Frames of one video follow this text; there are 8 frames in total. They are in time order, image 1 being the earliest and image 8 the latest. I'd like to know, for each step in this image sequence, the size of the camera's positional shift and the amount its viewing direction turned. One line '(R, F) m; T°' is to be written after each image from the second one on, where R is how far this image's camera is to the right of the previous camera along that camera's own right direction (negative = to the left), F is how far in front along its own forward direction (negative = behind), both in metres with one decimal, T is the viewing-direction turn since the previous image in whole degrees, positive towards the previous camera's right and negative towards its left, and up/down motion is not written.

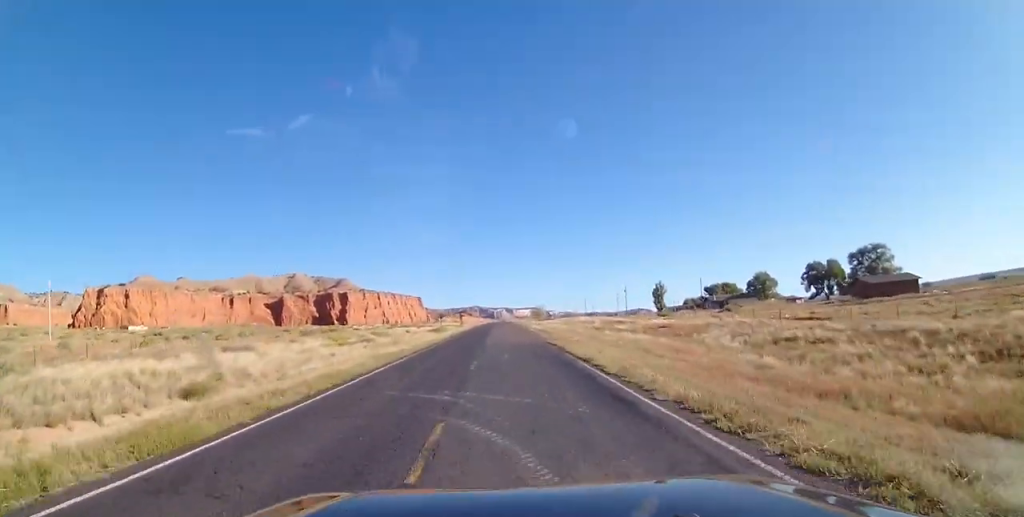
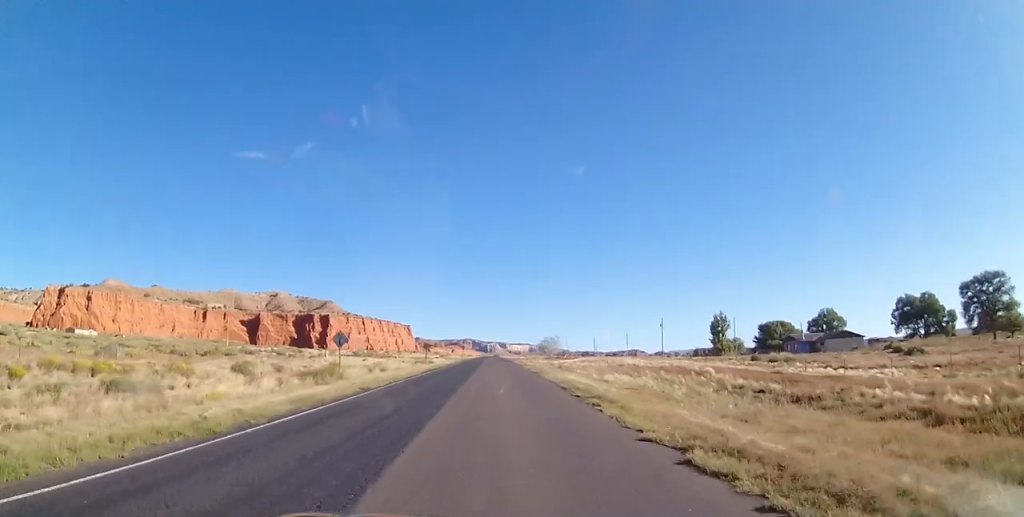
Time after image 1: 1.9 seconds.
(+0.3, +47.7) m; 0°
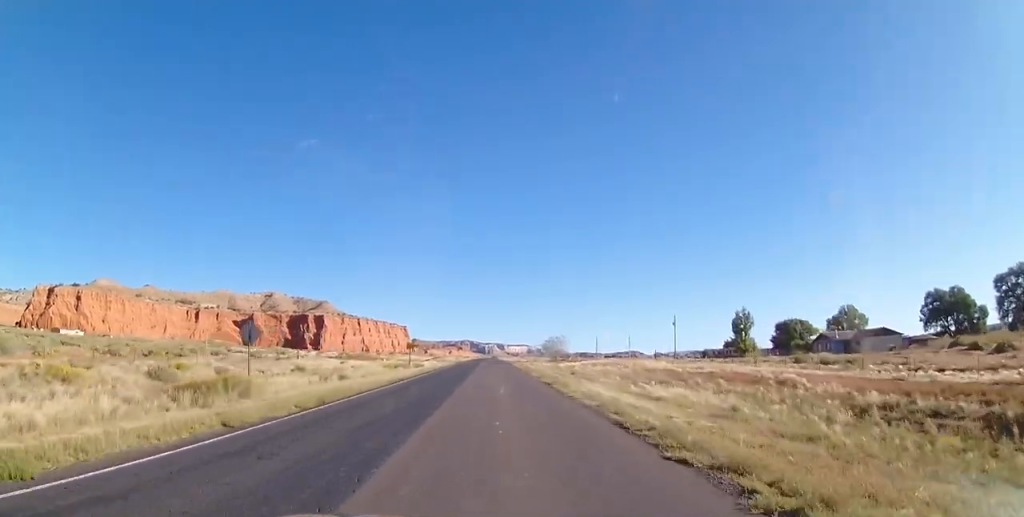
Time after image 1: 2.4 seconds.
(0.0, +11.8) m; 0°
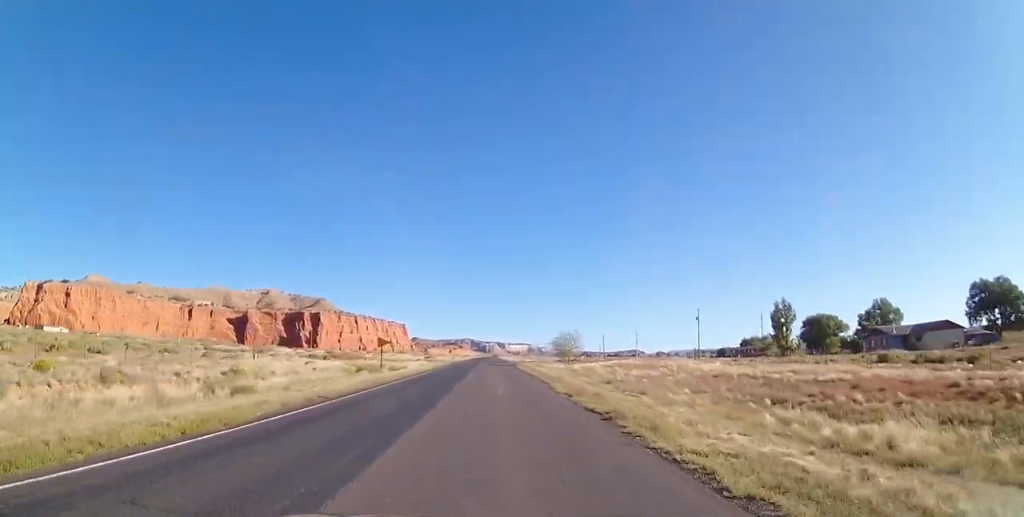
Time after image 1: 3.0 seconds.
(0.0, +15.3) m; 0°
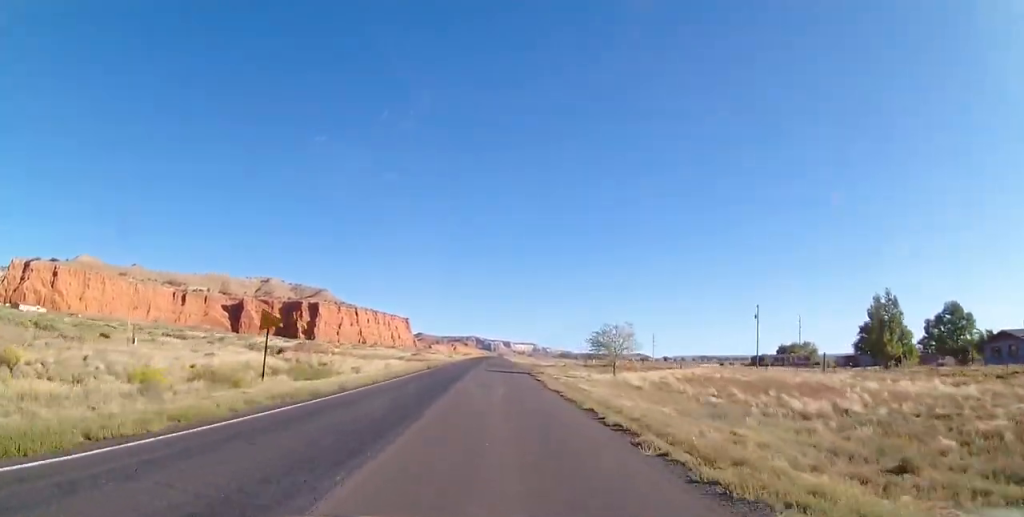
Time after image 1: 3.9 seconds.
(+0.1, +24.7) m; 0°
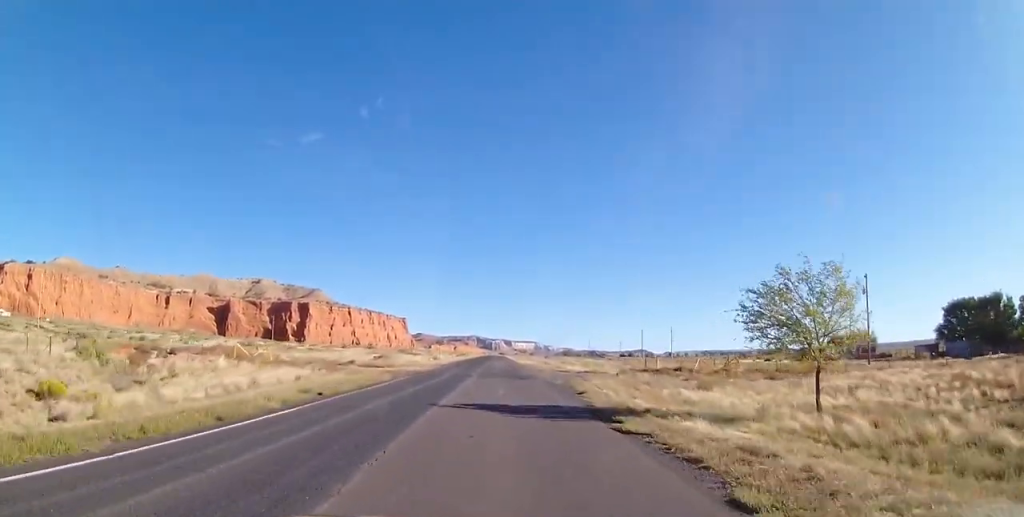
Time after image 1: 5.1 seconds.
(0.0, +29.5) m; 0°
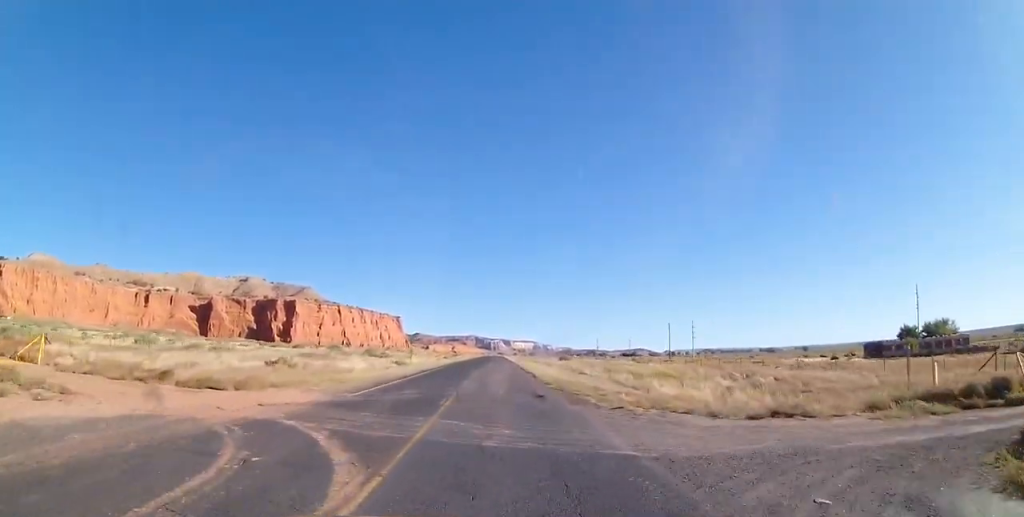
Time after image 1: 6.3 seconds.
(-0.2, +31.0) m; -1°
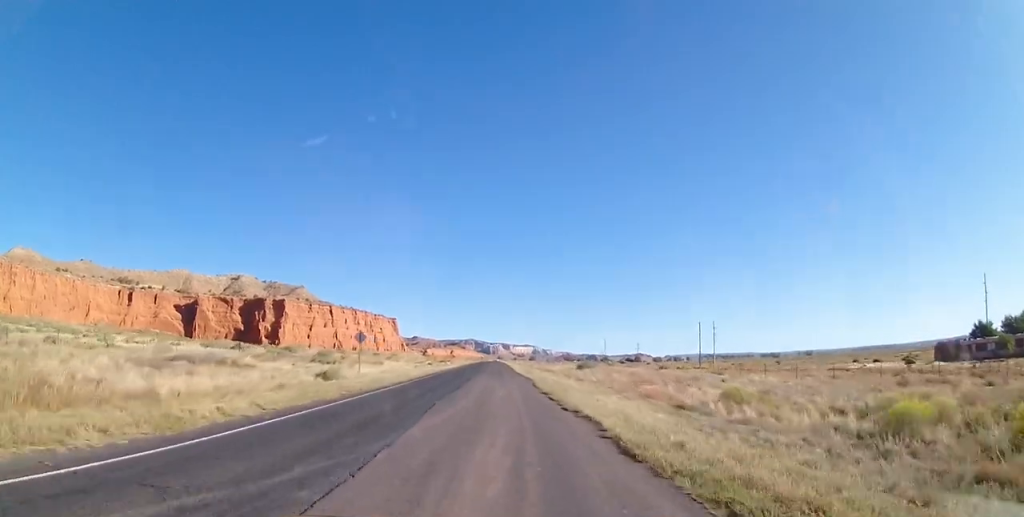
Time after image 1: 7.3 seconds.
(-0.2, +24.5) m; 0°
